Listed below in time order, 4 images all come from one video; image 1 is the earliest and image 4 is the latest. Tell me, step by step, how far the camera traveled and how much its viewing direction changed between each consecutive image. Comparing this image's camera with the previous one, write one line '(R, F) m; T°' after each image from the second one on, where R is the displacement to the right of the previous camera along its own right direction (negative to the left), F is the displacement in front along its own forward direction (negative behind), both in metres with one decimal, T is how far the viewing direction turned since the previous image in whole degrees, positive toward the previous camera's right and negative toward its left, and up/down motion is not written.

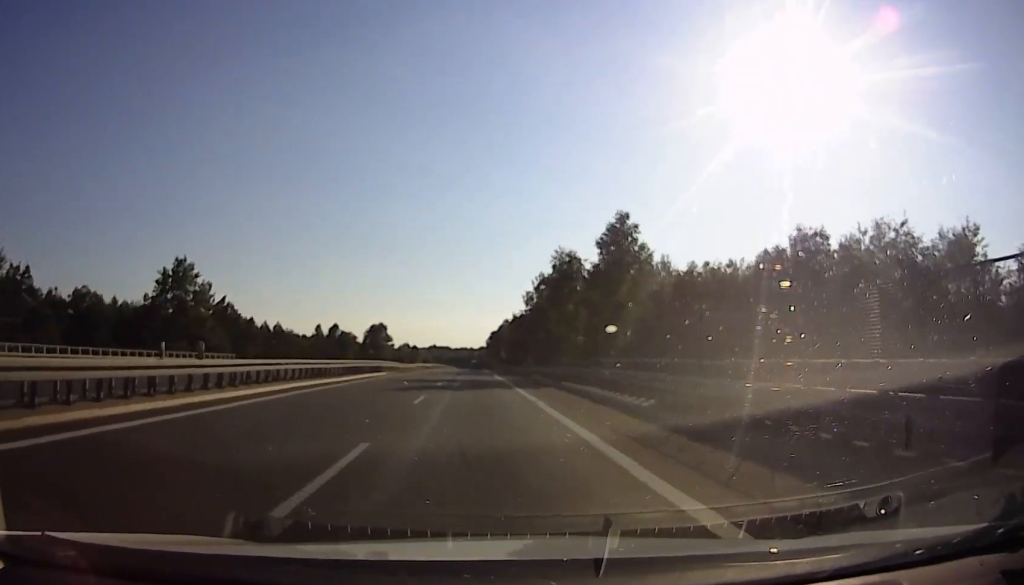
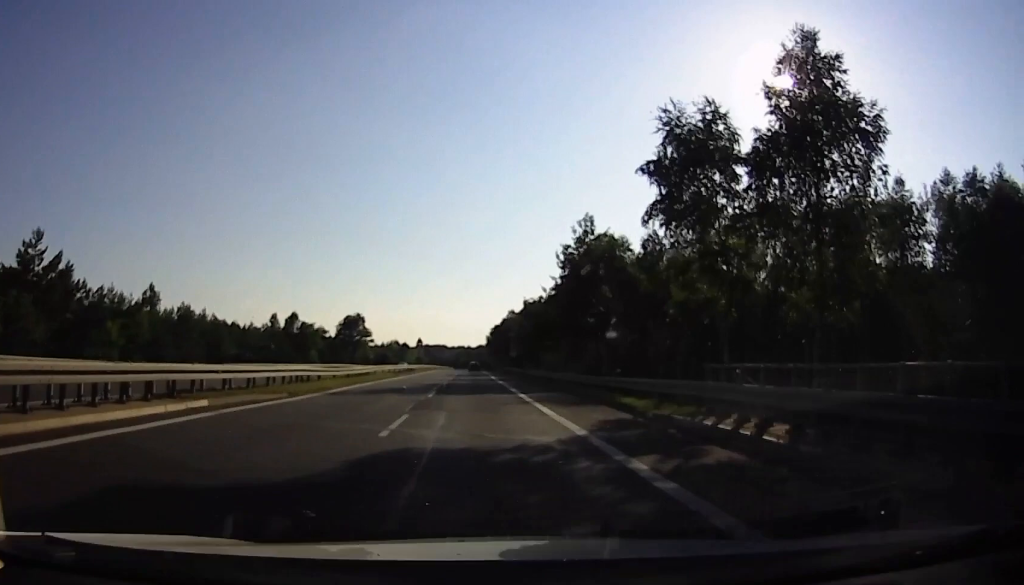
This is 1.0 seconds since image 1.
(-0.7, +29.1) m; -2°
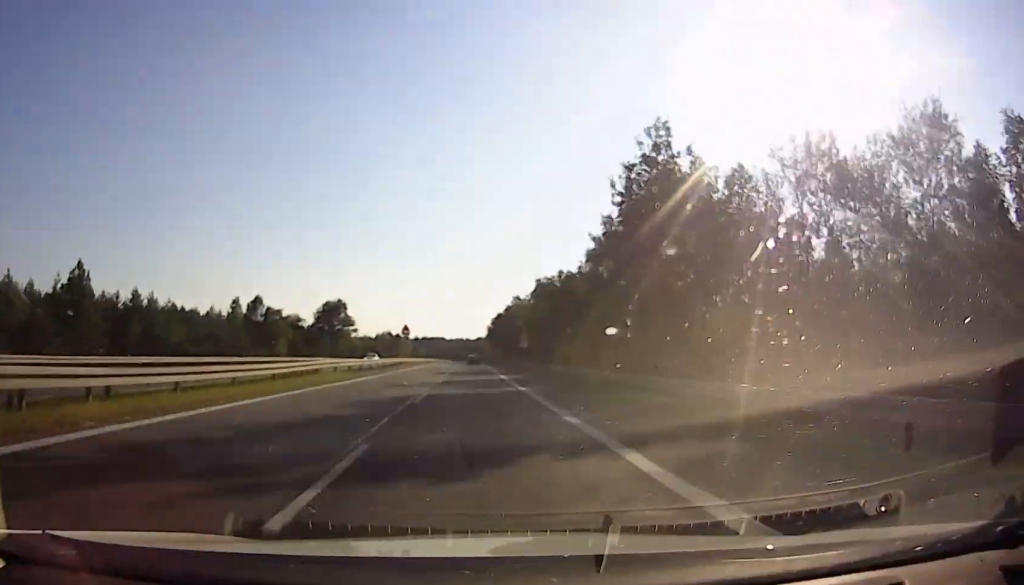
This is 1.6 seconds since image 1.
(-0.1, +17.2) m; 0°
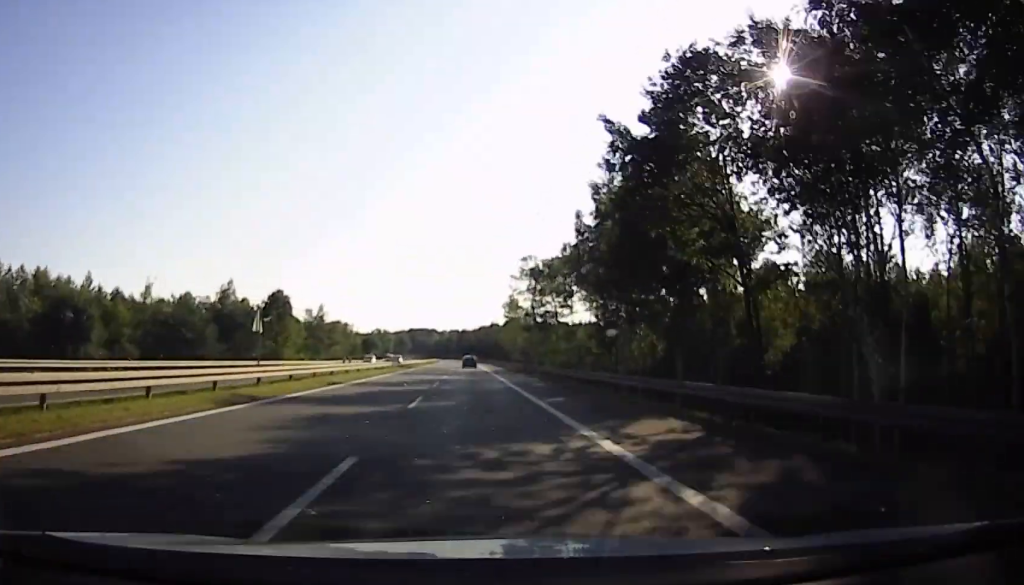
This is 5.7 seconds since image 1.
(-0.7, +121.3) m; -1°
